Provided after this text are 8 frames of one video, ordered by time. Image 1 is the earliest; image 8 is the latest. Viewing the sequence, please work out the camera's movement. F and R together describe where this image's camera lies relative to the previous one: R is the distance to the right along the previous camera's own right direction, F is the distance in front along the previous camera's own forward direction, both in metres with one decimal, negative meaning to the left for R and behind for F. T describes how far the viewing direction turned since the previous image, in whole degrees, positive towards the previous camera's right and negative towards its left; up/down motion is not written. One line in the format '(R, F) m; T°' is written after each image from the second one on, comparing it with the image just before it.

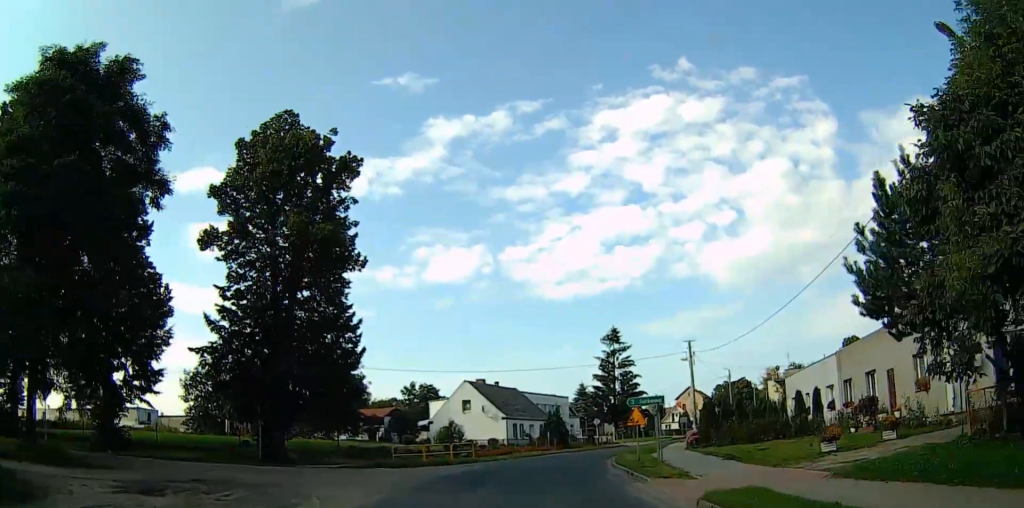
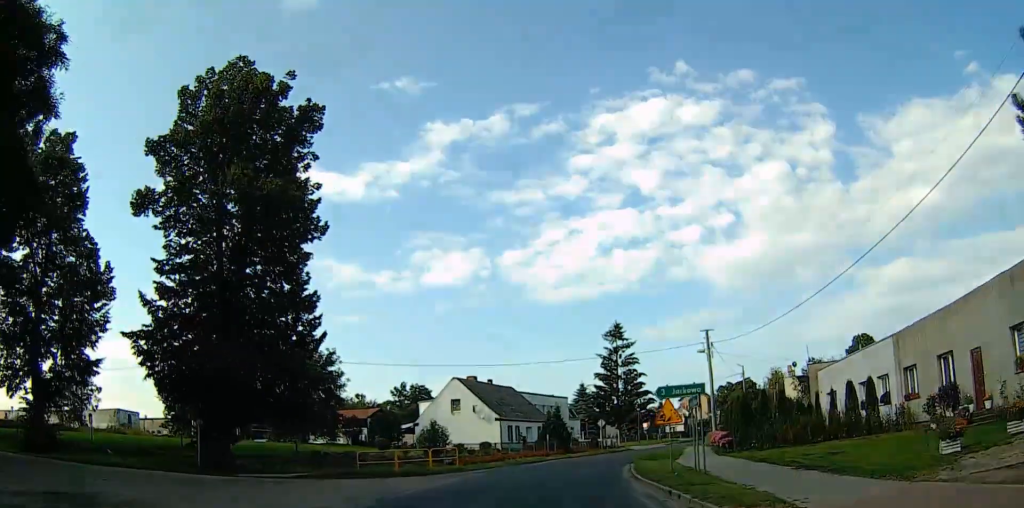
(+0.1, +7.1) m; +3°
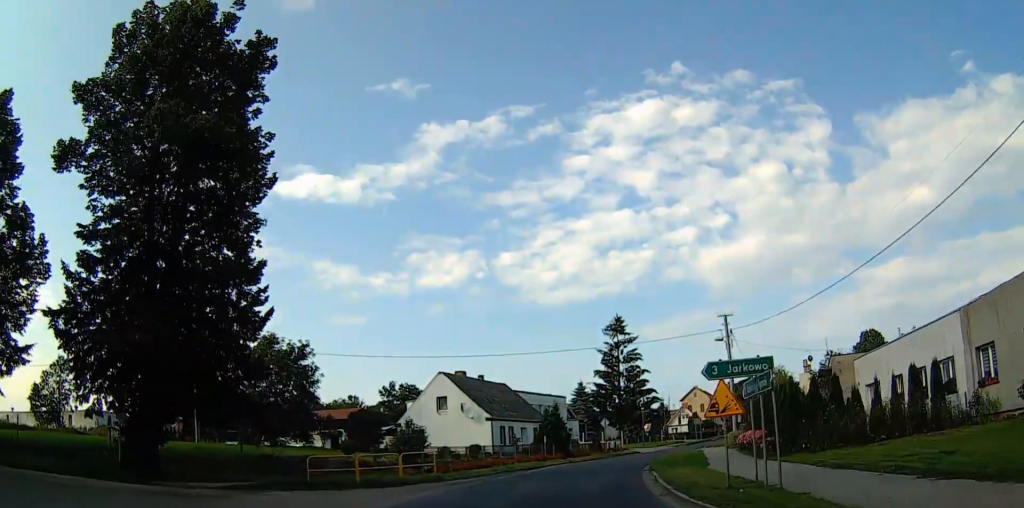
(+0.1, +6.4) m; +3°
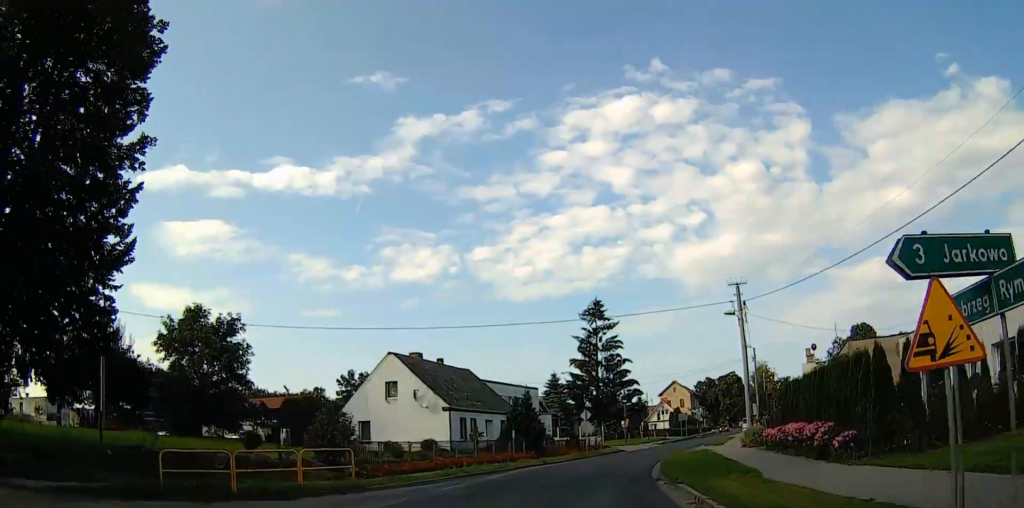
(+0.4, +8.5) m; +3°
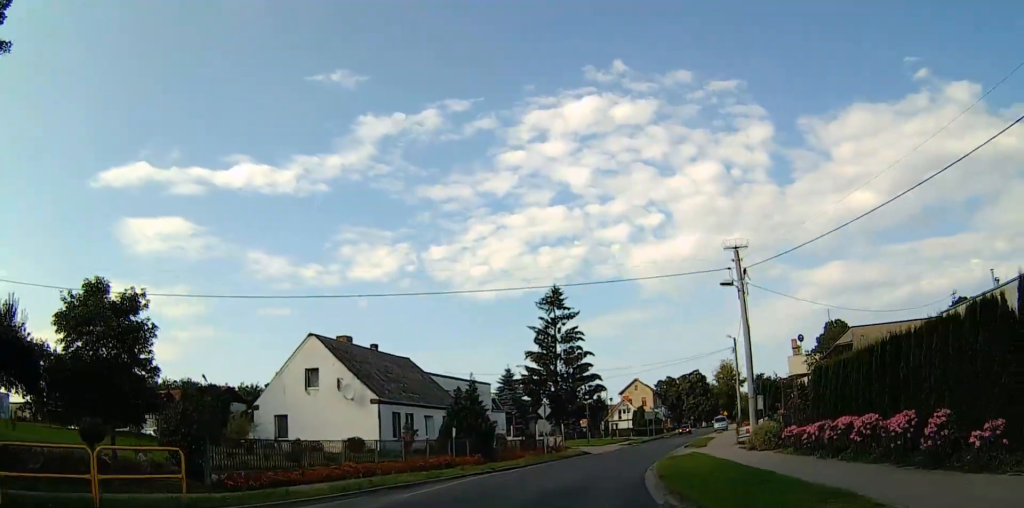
(+0.1, +7.1) m; 0°
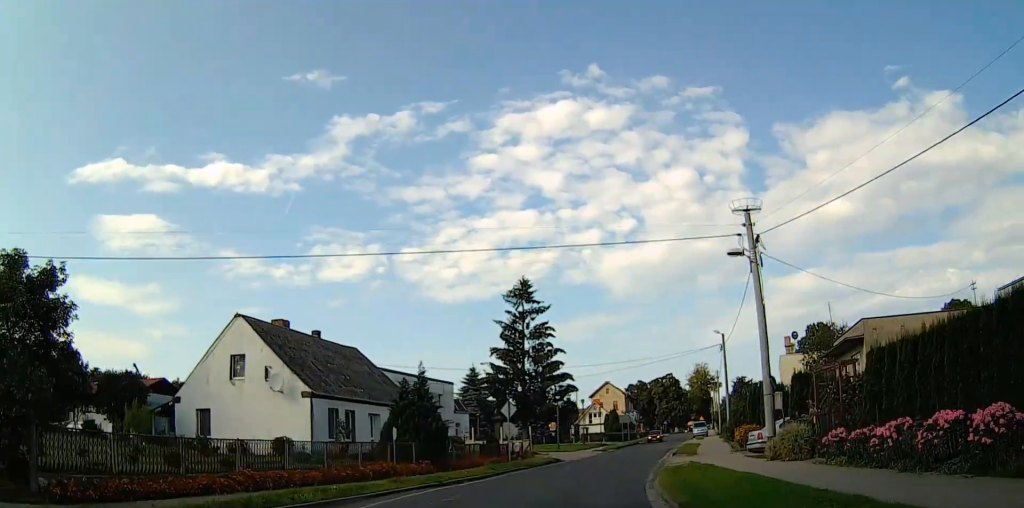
(0.0, +5.8) m; +3°
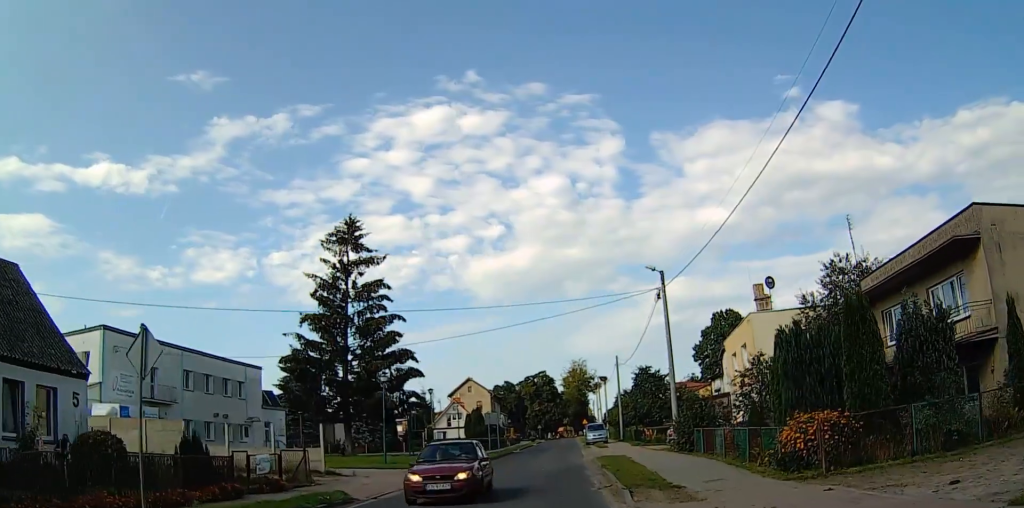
(+2.3, +22.4) m; +7°
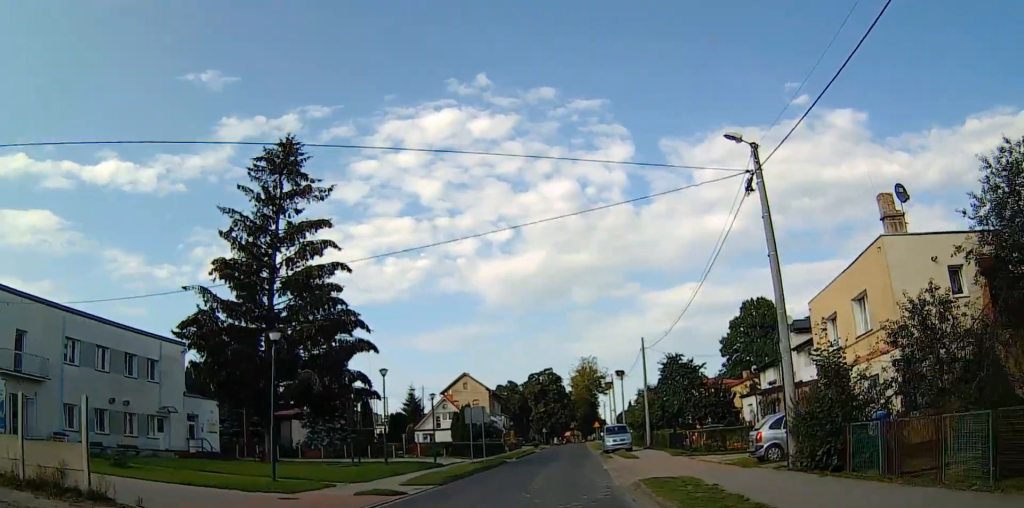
(-0.2, +15.9) m; 0°
